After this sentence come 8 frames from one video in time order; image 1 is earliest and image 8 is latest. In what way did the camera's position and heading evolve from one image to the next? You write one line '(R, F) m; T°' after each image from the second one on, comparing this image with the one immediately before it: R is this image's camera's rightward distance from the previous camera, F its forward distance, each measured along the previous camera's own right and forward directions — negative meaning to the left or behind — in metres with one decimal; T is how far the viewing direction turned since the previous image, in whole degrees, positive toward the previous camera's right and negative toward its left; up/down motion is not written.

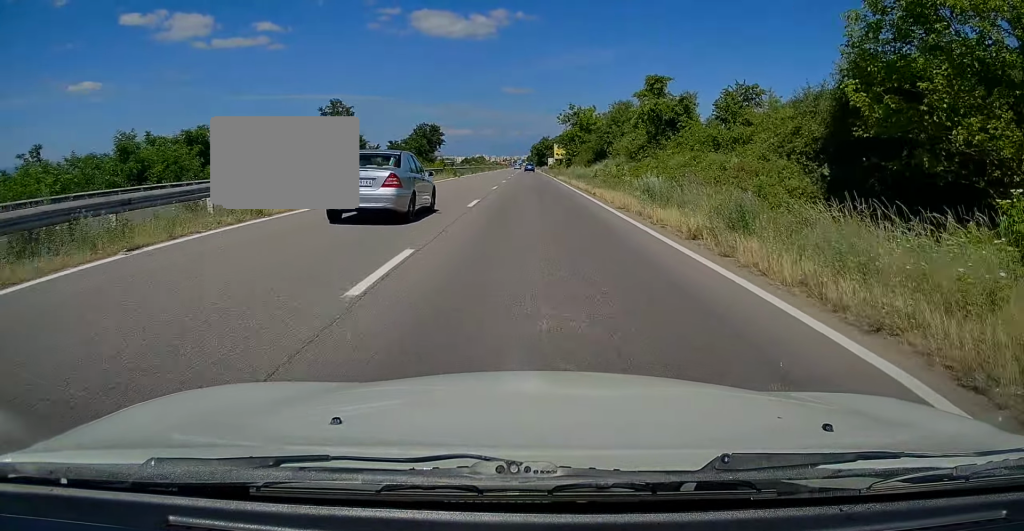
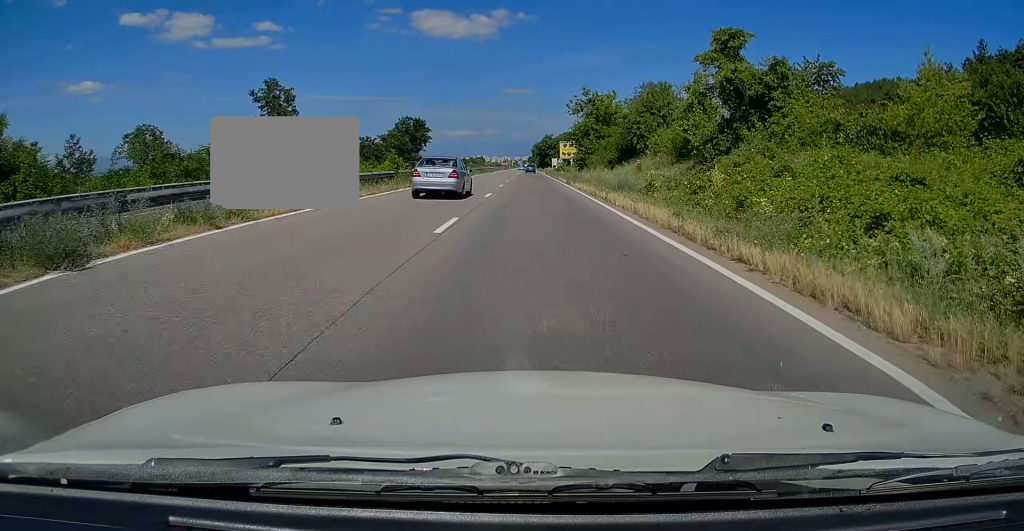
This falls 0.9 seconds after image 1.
(0.0, +18.9) m; 0°
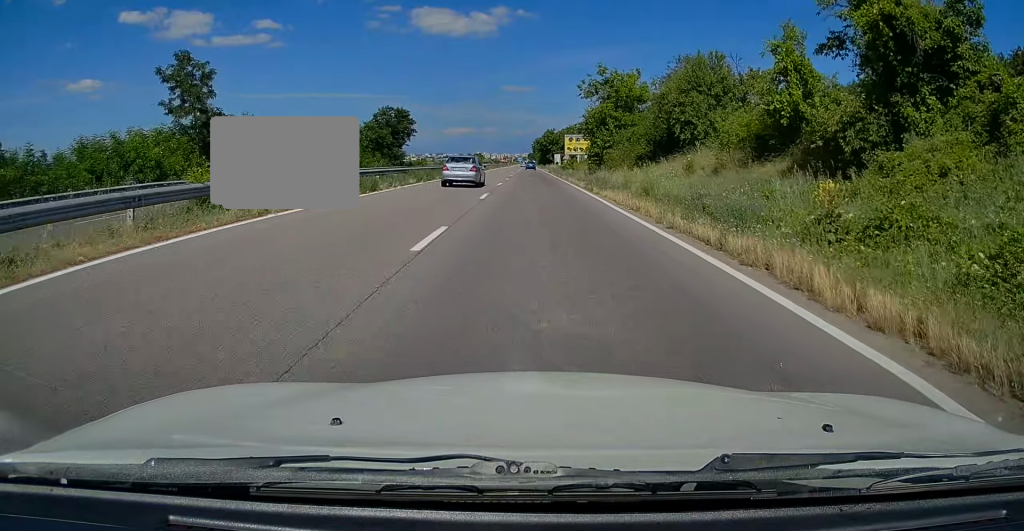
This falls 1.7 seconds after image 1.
(+0.2, +14.8) m; 0°
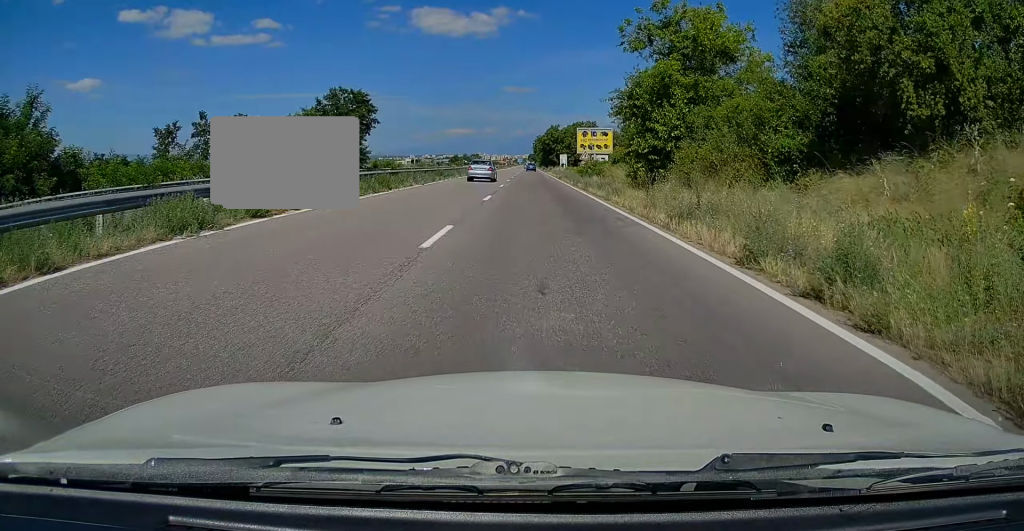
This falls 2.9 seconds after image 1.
(-0.1, +24.0) m; 0°
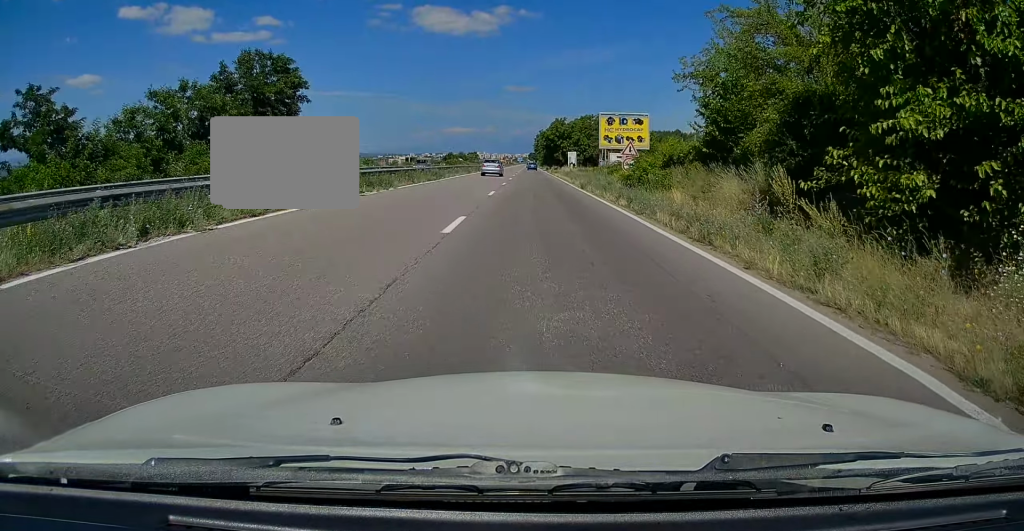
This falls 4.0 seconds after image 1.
(+0.1, +22.8) m; -1°
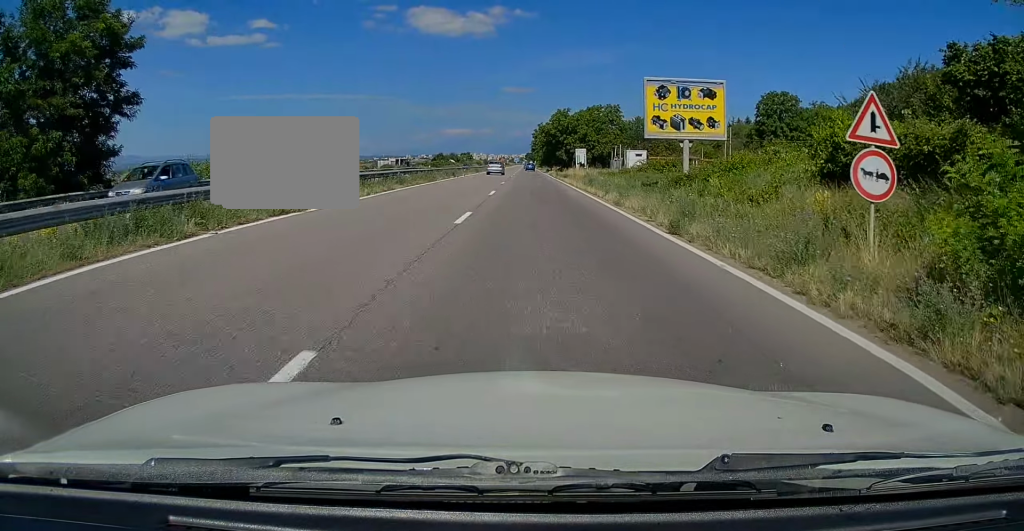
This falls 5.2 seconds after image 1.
(-0.2, +21.9) m; -1°
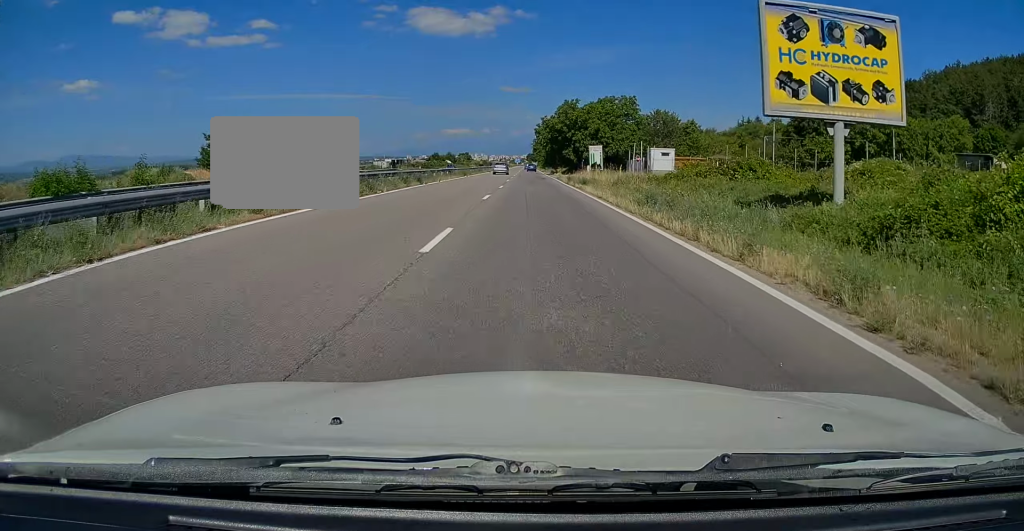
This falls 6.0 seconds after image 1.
(0.0, +16.1) m; +1°
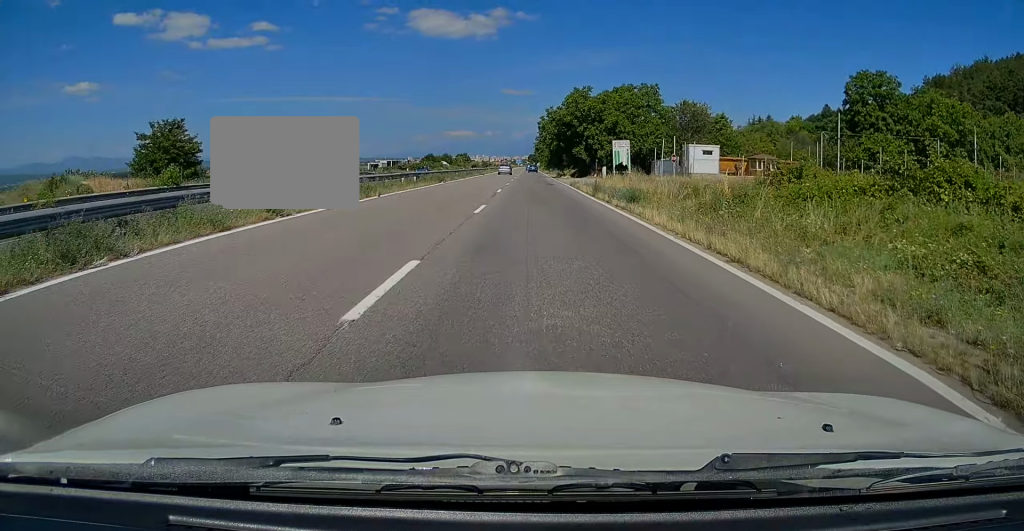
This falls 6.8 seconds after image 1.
(+0.1, +16.3) m; +1°
